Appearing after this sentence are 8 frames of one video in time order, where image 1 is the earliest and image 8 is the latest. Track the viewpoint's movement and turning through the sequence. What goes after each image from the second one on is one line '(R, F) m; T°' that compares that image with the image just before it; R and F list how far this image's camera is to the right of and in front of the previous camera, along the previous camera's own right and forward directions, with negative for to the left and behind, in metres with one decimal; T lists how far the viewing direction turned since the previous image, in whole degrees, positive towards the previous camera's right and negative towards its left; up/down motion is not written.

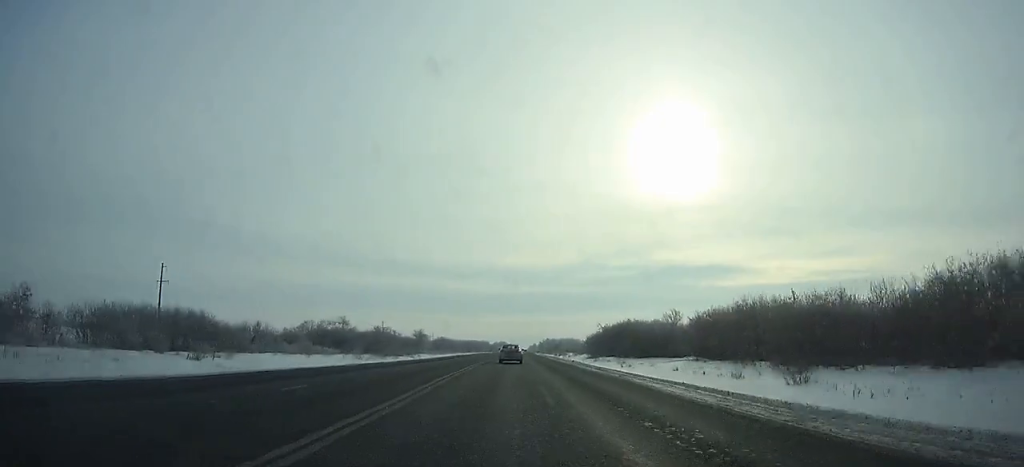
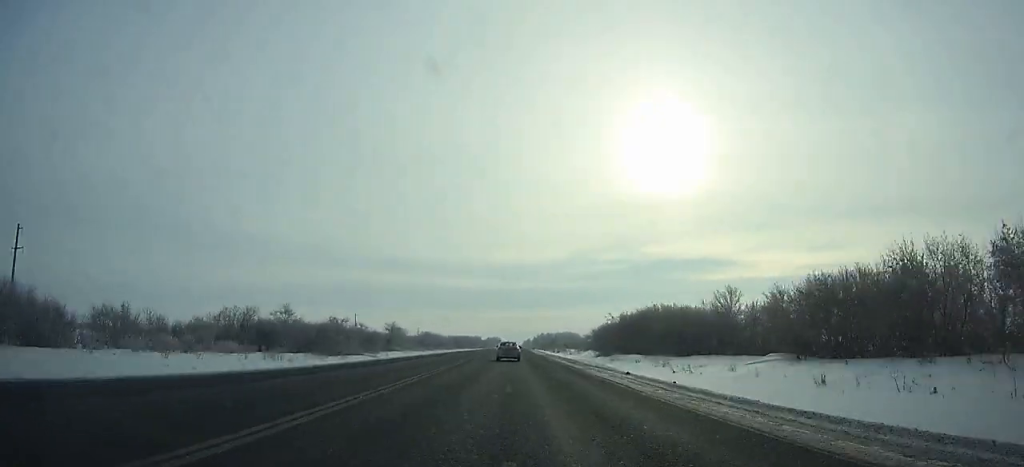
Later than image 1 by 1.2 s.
(+0.1, +32.6) m; 0°
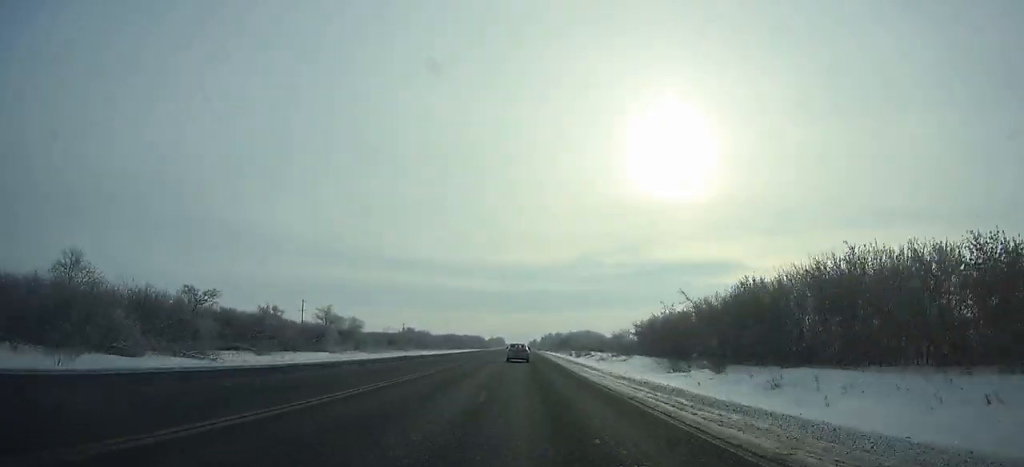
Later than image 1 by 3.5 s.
(+0.1, +61.7) m; 0°
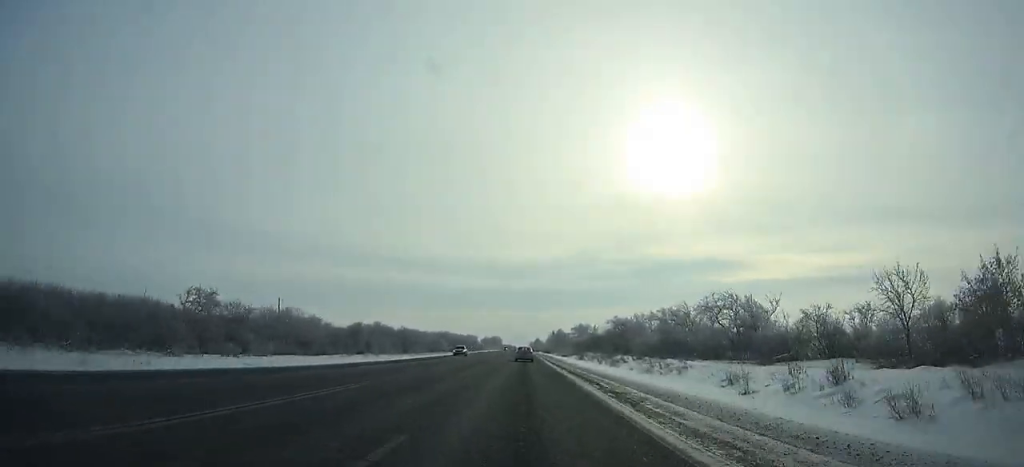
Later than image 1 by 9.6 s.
(-0.3, +163.6) m; 0°
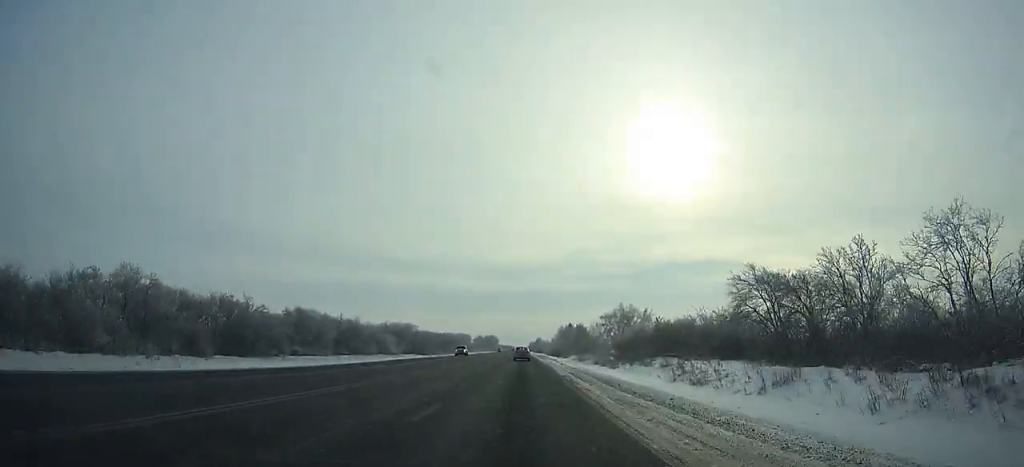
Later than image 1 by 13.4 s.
(+0.1, +102.5) m; 0°
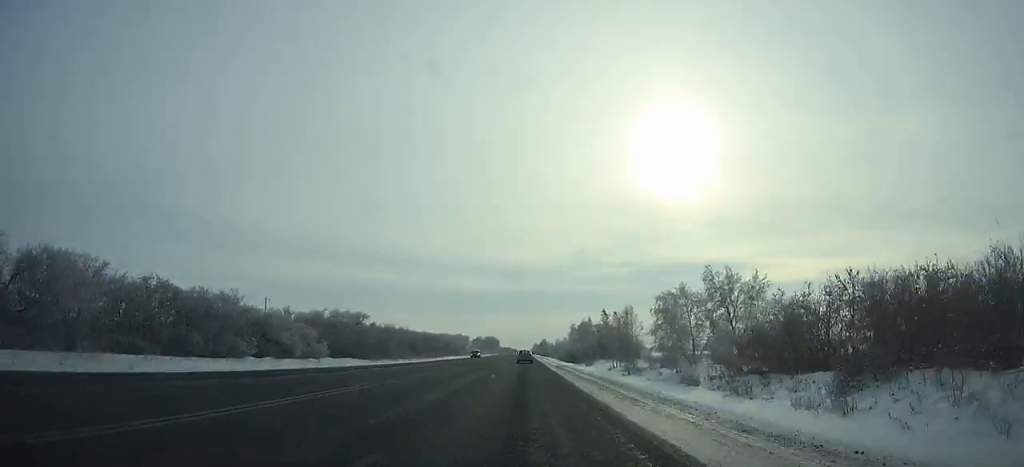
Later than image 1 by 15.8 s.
(-0.3, +65.1) m; 0°
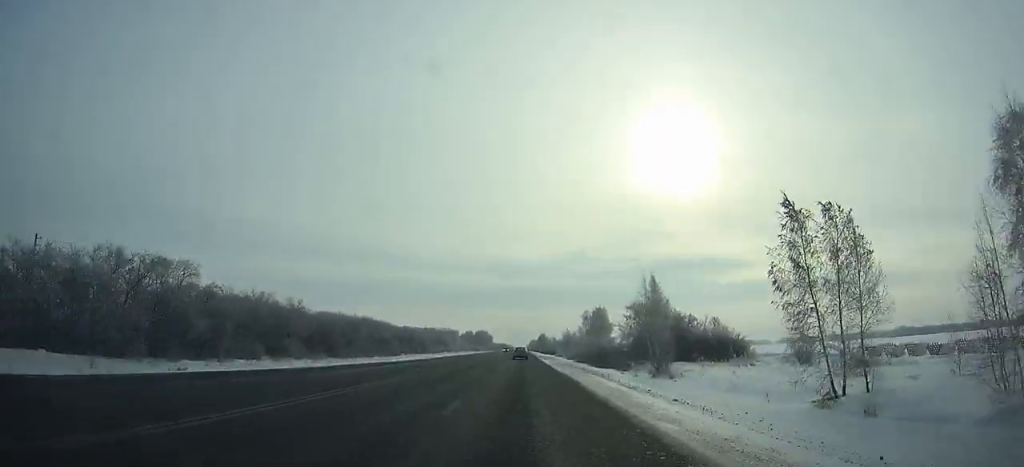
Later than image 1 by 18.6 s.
(+0.2, +76.2) m; 0°
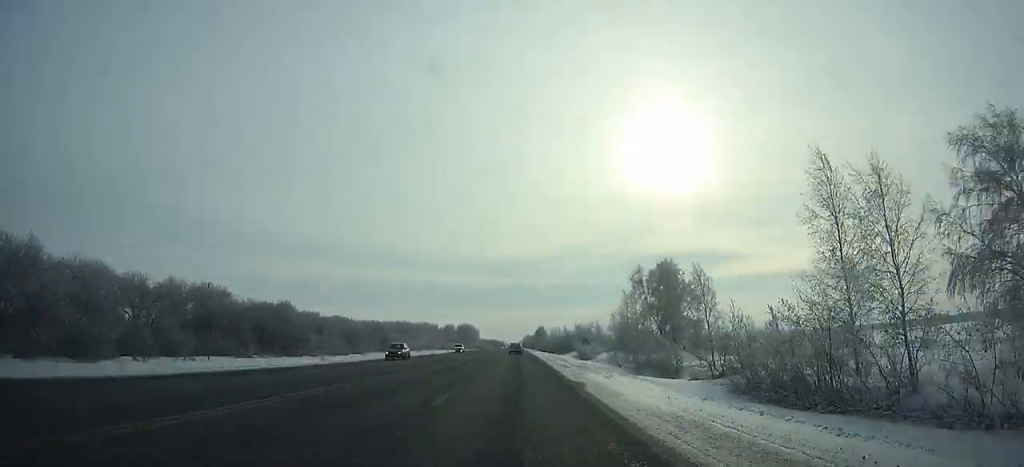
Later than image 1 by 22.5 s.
(+0.2, +106.3) m; 0°
